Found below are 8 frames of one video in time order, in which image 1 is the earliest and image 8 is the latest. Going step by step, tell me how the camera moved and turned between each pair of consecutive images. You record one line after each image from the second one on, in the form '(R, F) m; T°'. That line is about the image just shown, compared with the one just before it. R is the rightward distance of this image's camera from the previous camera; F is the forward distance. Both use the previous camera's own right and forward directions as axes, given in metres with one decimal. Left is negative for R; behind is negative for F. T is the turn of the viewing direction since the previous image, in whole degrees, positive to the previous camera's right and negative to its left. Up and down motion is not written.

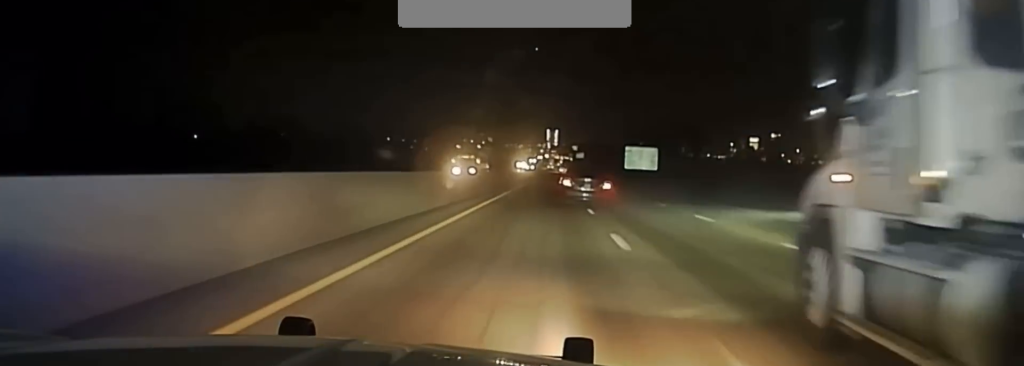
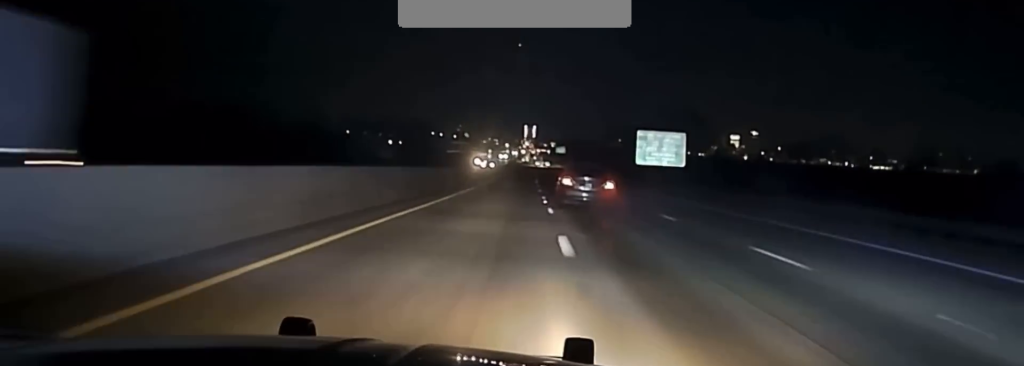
(+0.4, +53.5) m; +1°
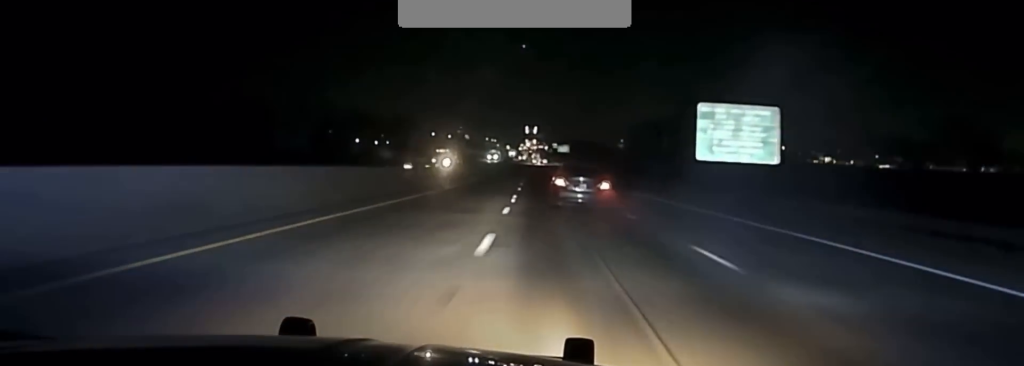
(+0.4, +48.2) m; +1°
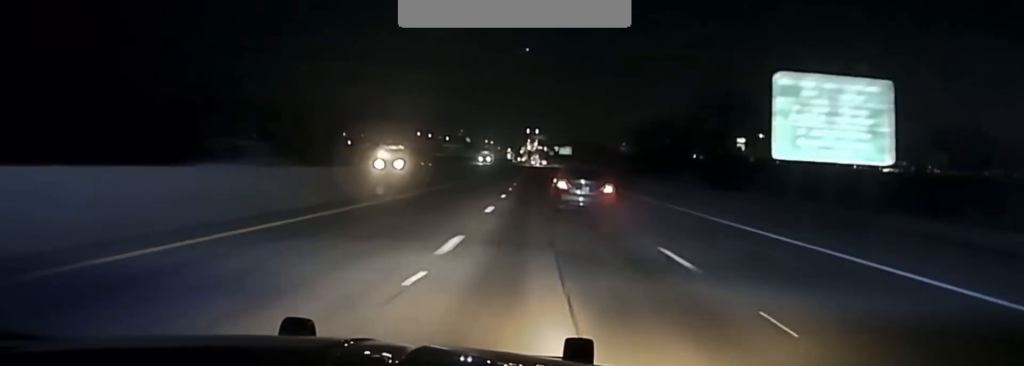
(+0.2, +26.8) m; 0°
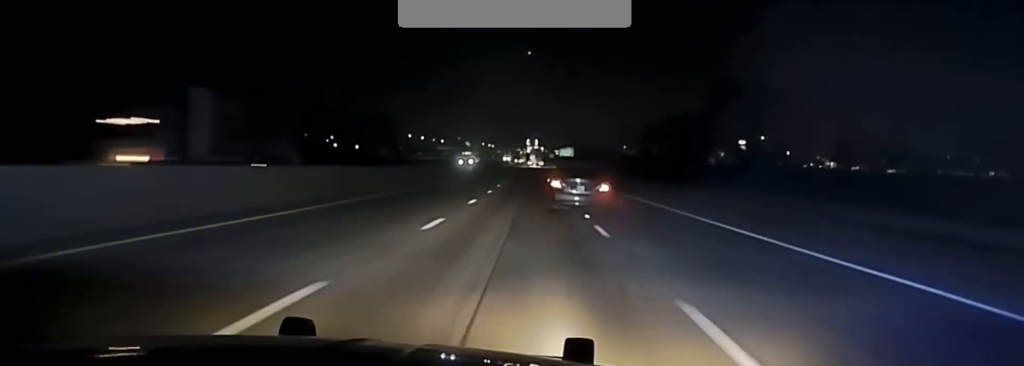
(+0.1, +35.6) m; 0°
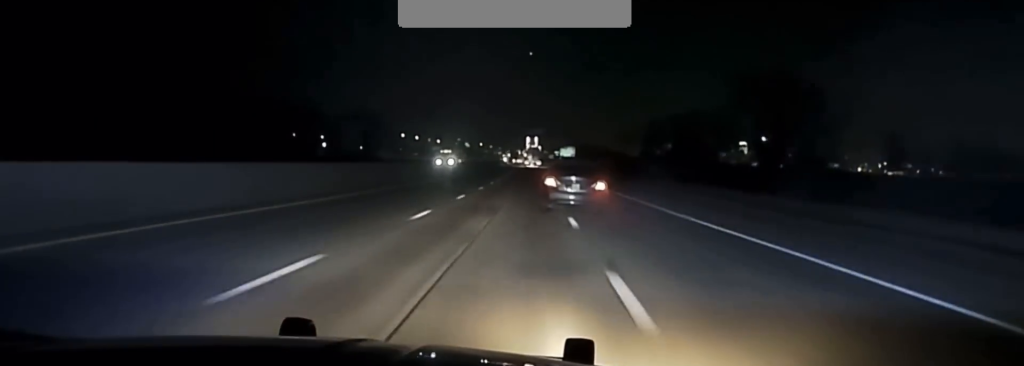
(-0.1, +23.5) m; 0°
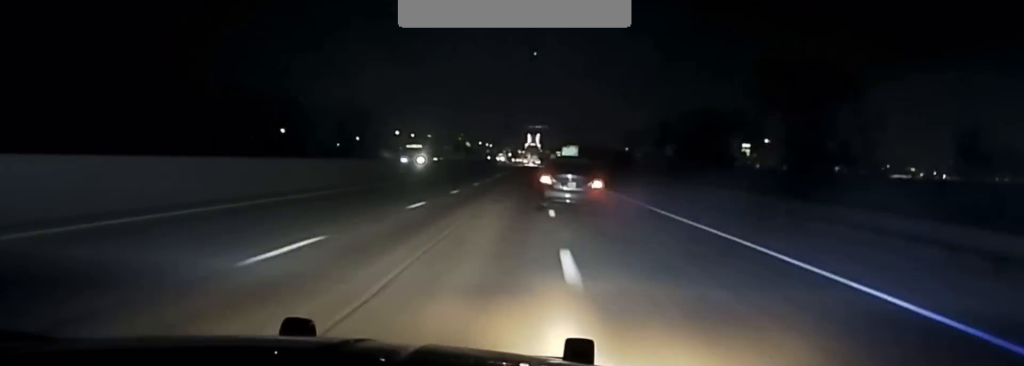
(+0.1, +22.4) m; 0°
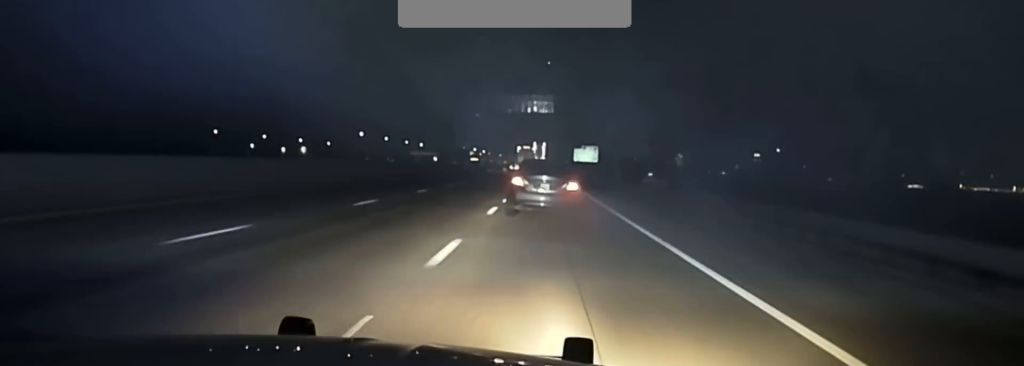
(-0.3, +89.5) m; -1°
